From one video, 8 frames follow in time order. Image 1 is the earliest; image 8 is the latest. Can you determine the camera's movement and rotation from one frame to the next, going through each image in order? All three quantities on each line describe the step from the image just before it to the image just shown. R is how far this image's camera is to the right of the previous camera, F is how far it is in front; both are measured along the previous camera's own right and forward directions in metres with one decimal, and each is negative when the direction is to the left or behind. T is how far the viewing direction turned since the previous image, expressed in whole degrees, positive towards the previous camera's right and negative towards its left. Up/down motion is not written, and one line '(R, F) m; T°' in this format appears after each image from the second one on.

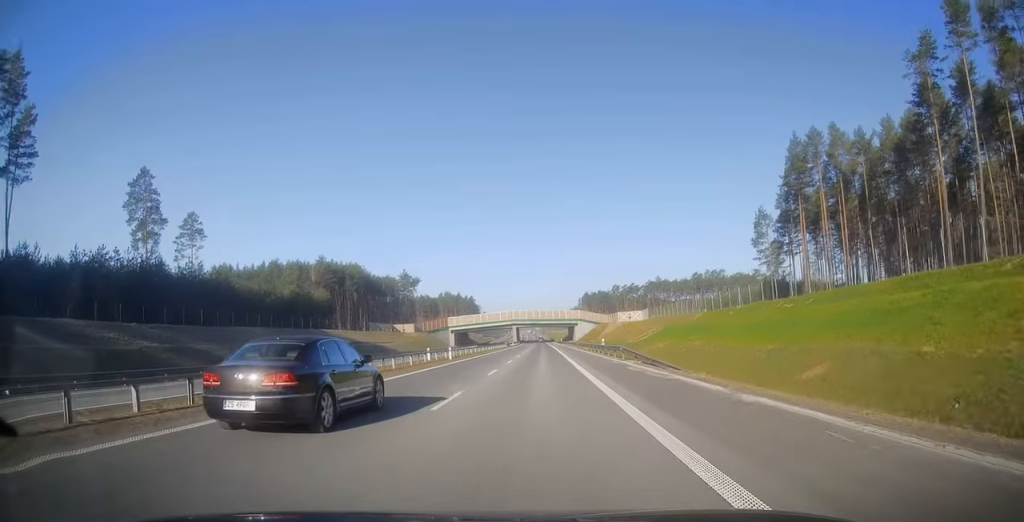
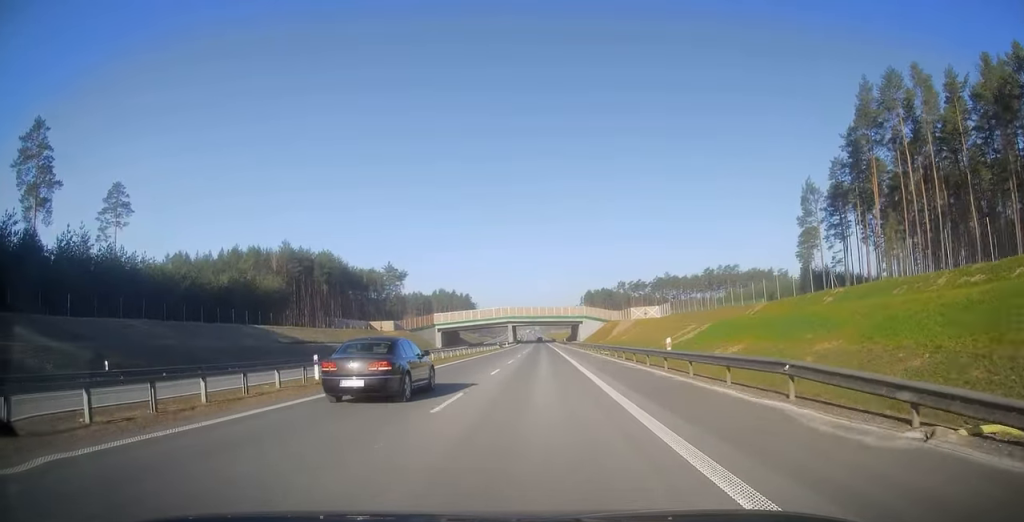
(-0.2, +24.2) m; 0°
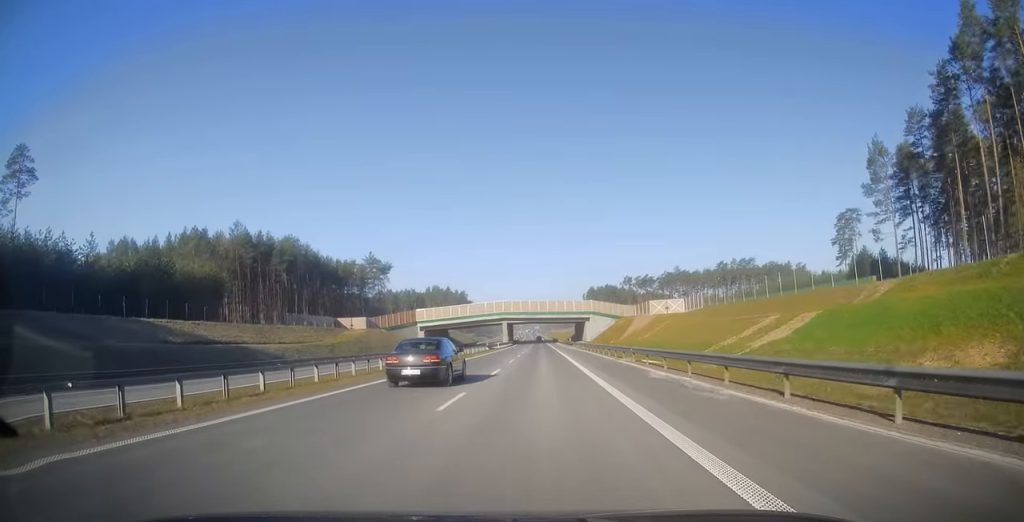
(-0.1, +23.6) m; 0°
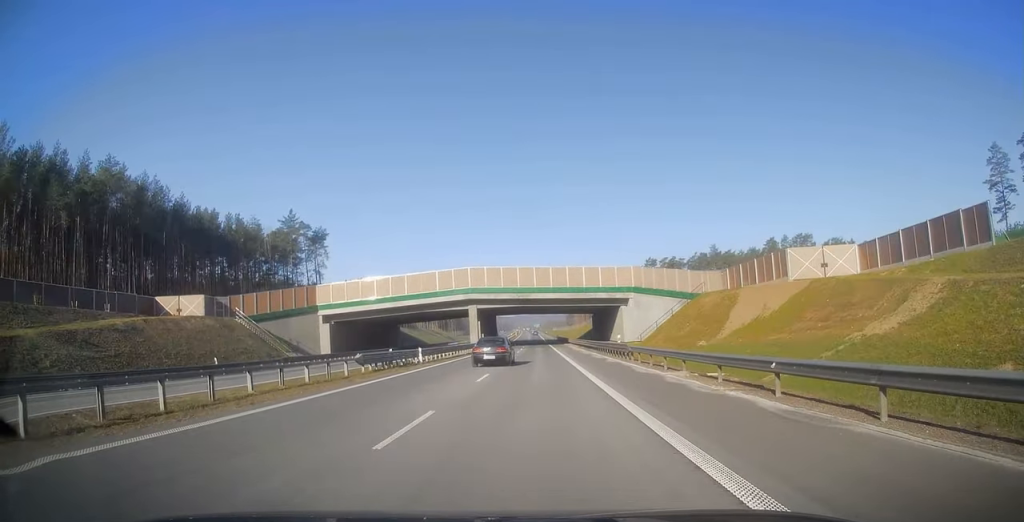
(0.0, +63.6) m; 0°
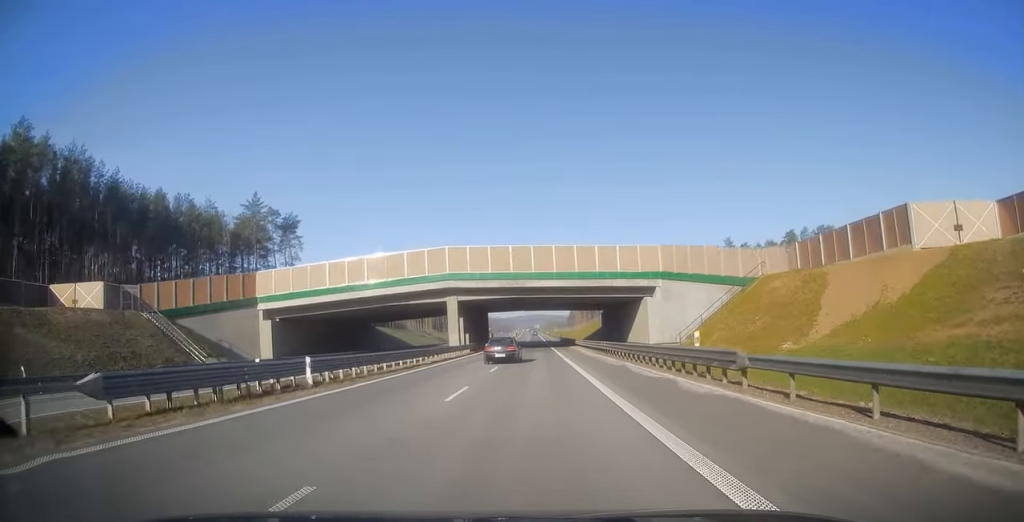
(+0.3, +17.8) m; 0°
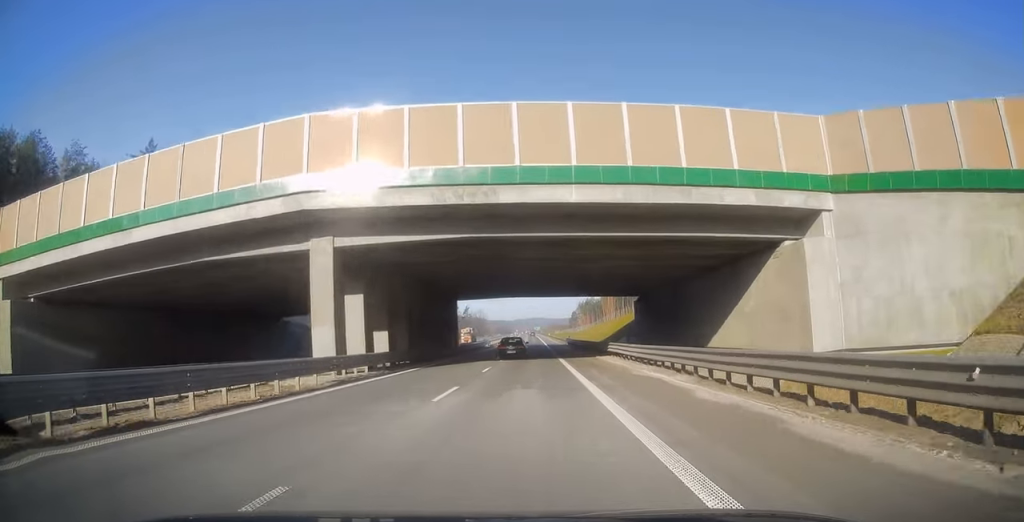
(-0.3, +35.7) m; 0°
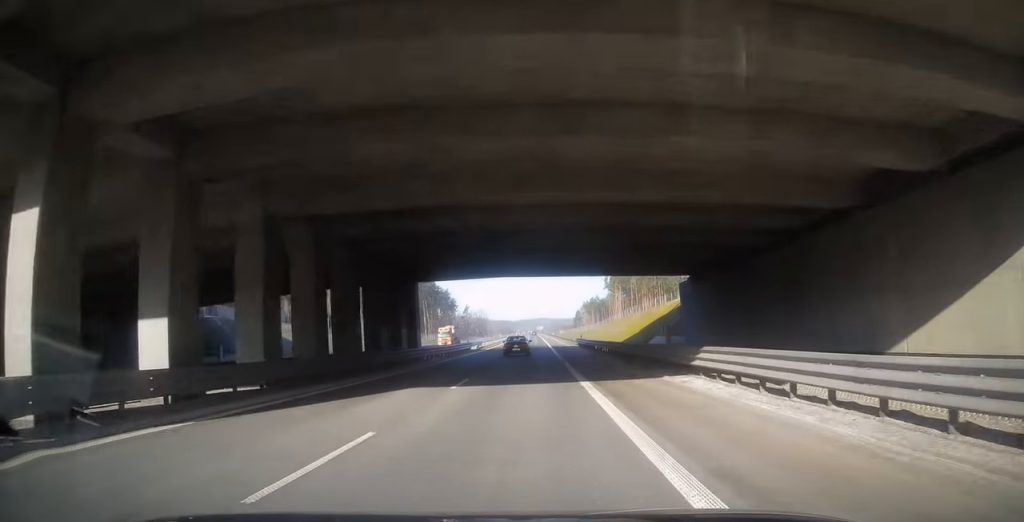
(+0.2, +20.5) m; 0°
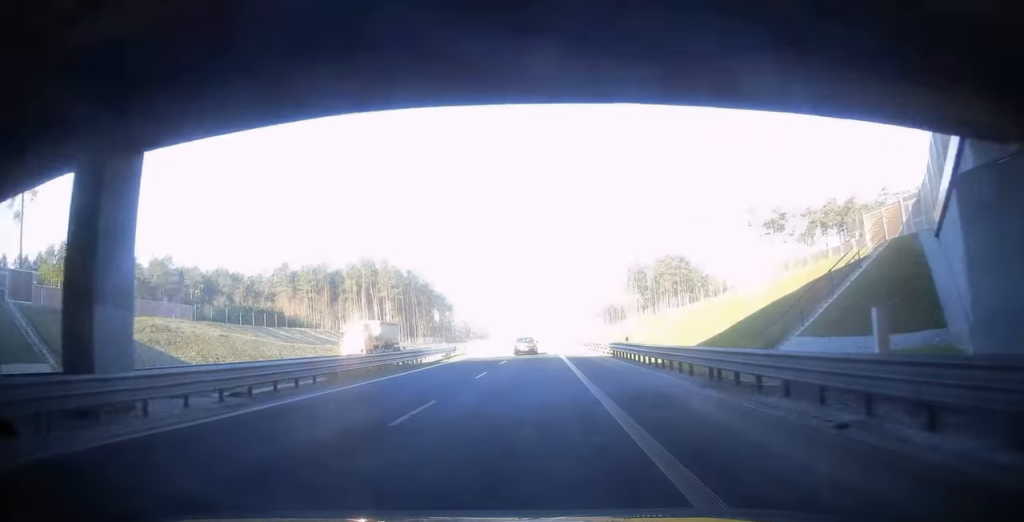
(-0.1, +31.0) m; -1°
